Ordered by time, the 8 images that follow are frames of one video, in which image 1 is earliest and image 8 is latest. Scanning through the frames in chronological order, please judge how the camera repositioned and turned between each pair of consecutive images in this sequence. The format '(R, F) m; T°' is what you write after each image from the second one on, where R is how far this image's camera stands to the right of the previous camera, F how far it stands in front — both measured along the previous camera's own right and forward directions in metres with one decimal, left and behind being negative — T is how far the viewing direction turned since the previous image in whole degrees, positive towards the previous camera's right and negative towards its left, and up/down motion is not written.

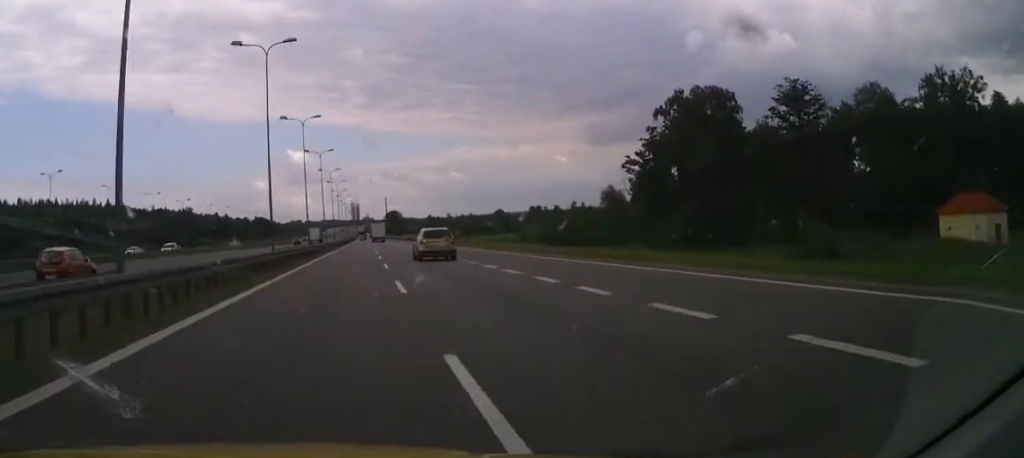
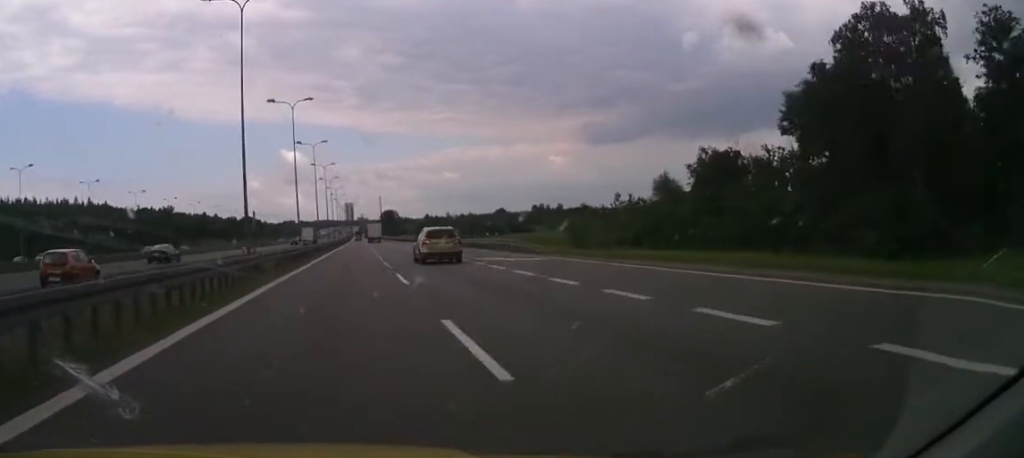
(0.0, +33.0) m; 0°
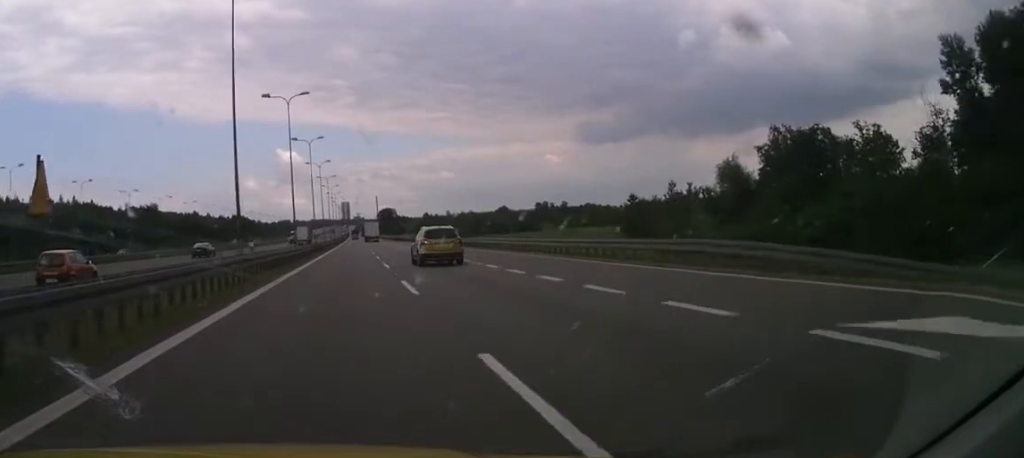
(0.0, +26.6) m; 0°
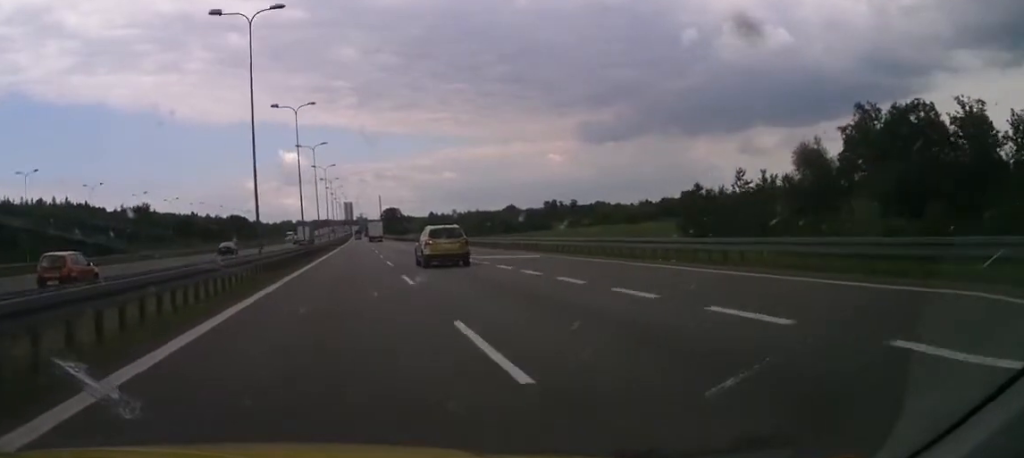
(0.0, +21.1) m; 0°
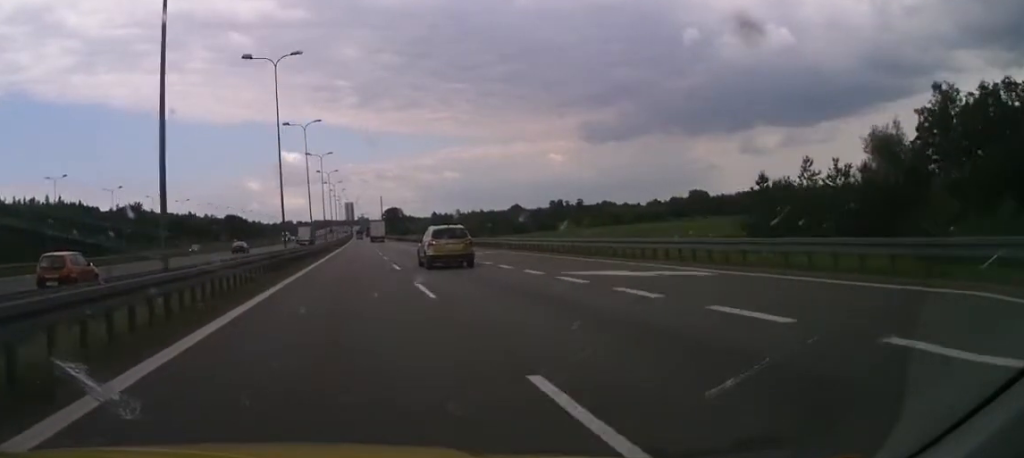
(0.0, +15.6) m; +1°
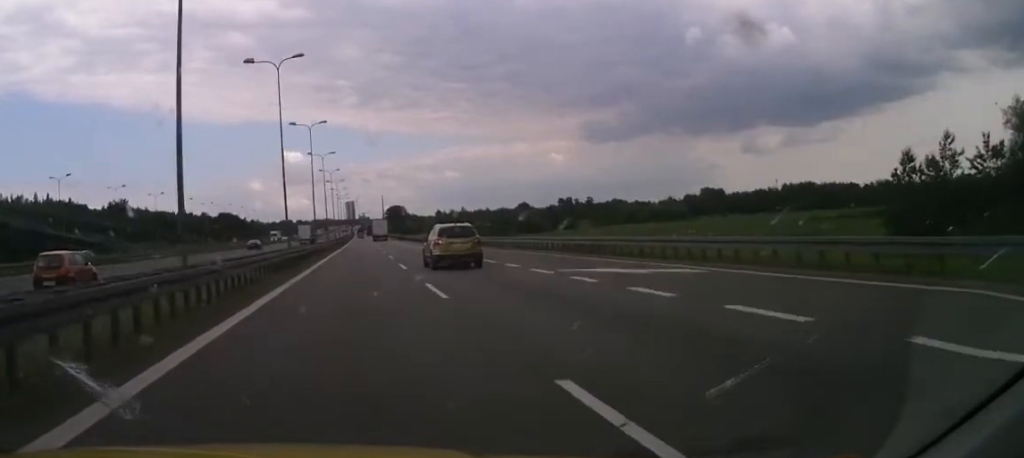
(+0.1, +23.9) m; +1°
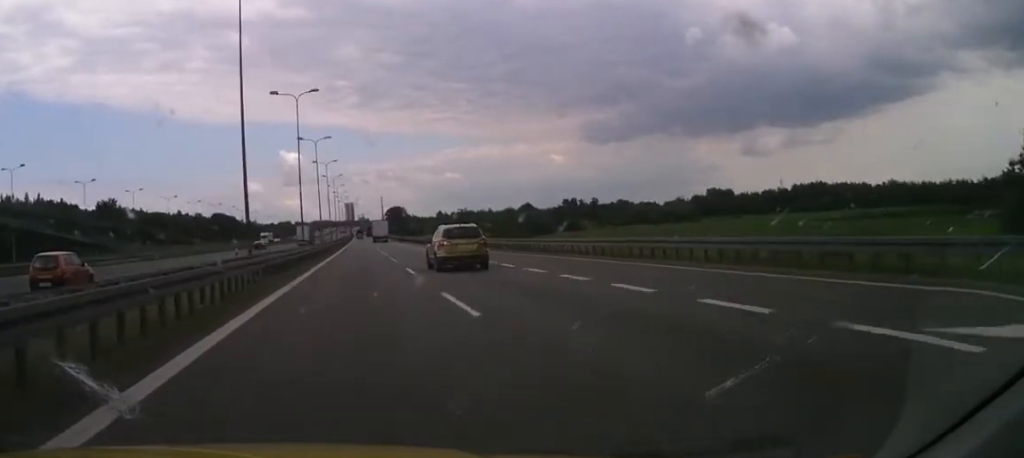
(+0.3, +14.8) m; 0°
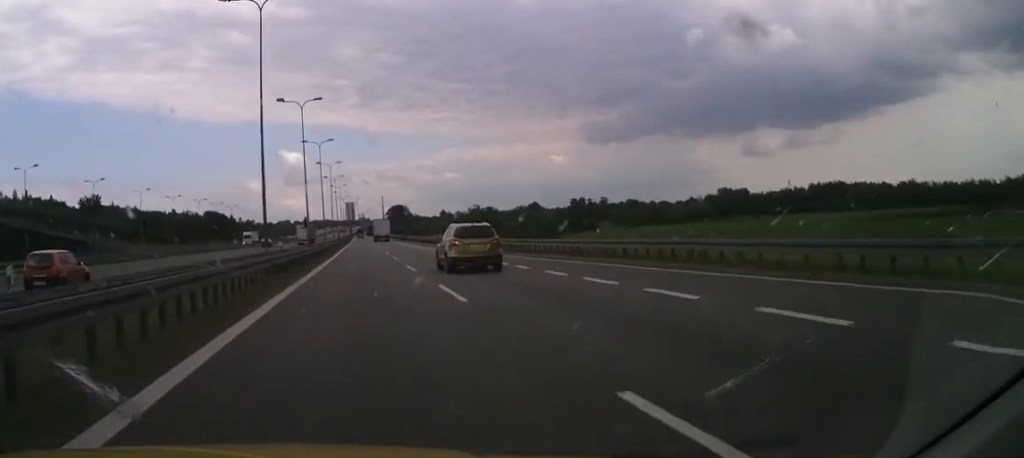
(-0.3, +21.2) m; -1°
